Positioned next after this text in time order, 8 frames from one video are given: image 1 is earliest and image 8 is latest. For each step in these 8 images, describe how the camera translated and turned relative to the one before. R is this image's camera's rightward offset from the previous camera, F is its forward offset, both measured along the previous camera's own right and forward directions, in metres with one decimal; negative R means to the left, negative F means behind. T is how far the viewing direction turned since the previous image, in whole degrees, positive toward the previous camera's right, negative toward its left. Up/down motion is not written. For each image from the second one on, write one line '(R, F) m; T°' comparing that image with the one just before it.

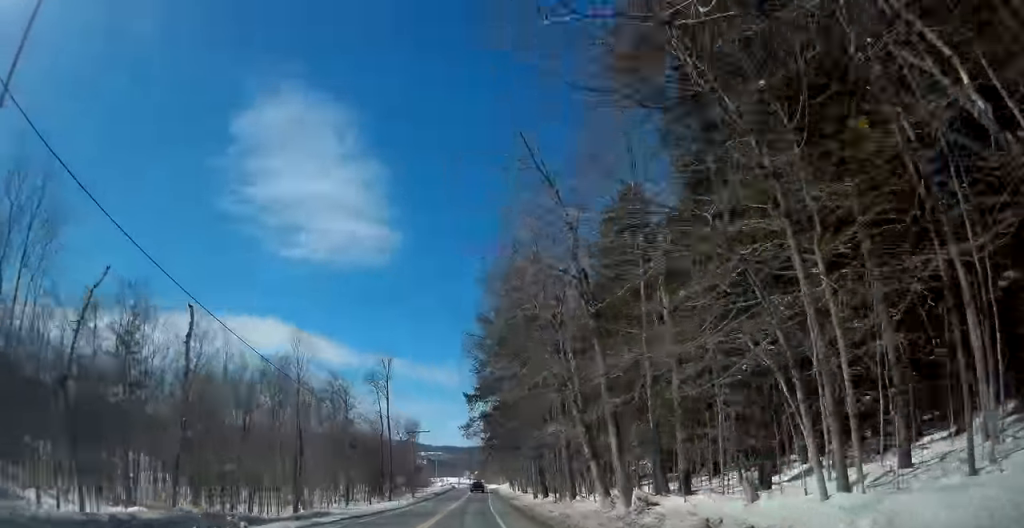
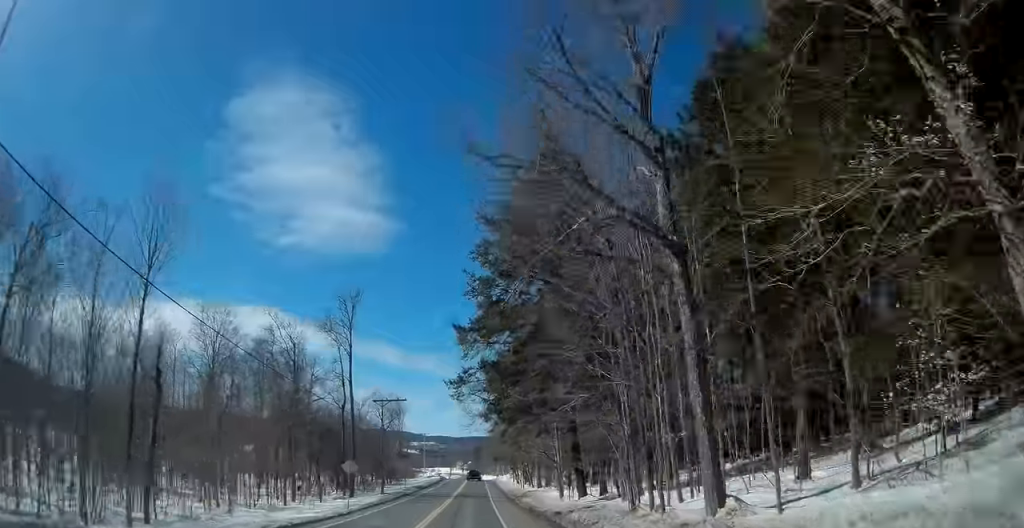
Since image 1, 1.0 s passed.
(0.0, +20.7) m; 0°
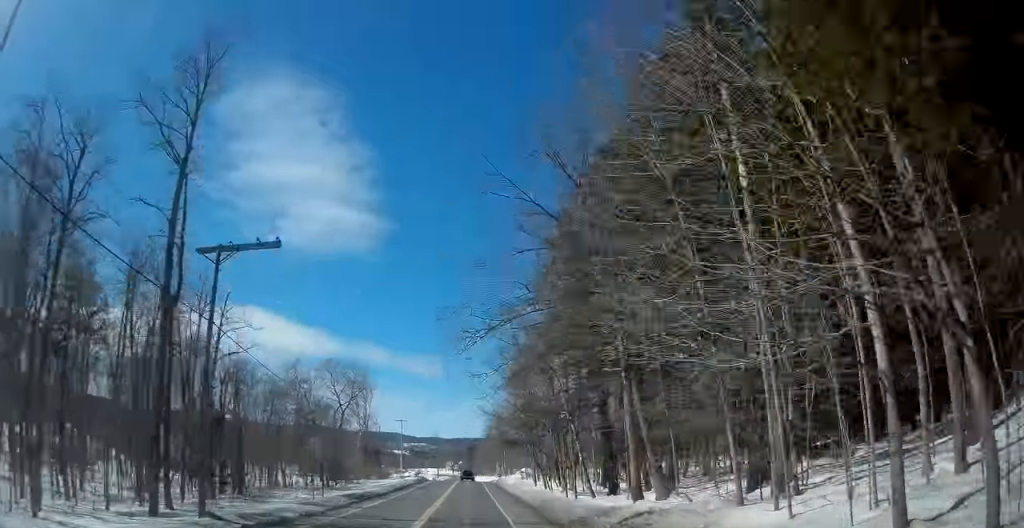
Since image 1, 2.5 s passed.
(+0.1, +34.0) m; 0°
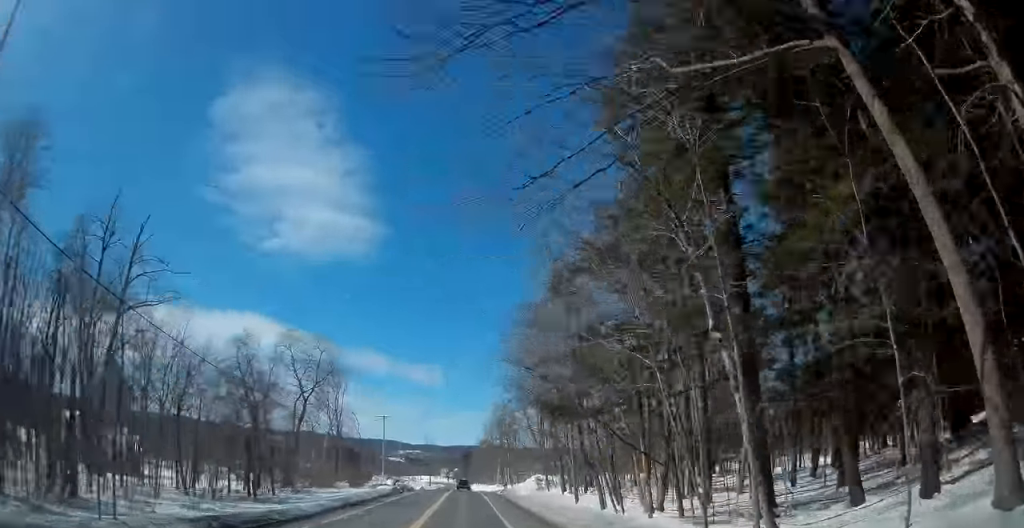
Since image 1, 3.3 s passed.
(0.0, +19.0) m; 0°
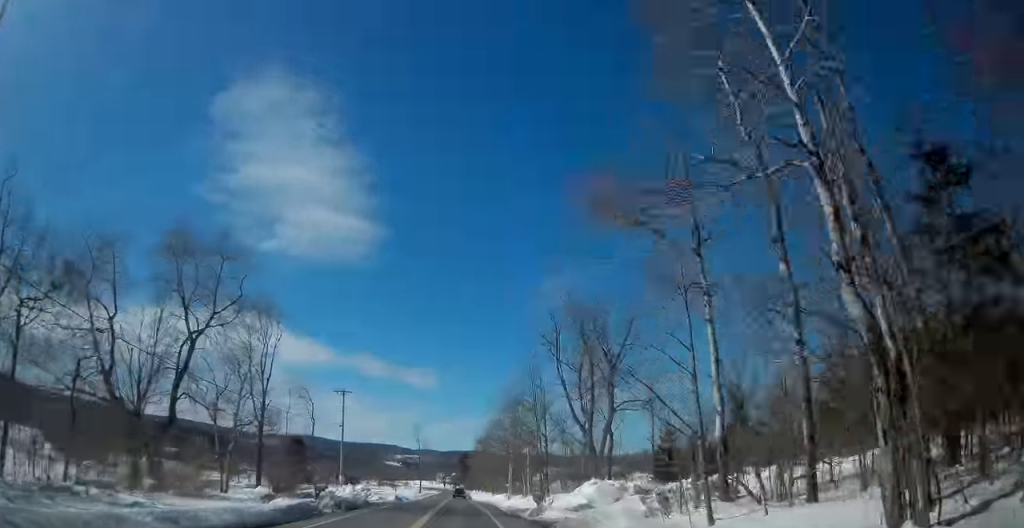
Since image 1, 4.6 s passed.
(+0.4, +30.3) m; 0°
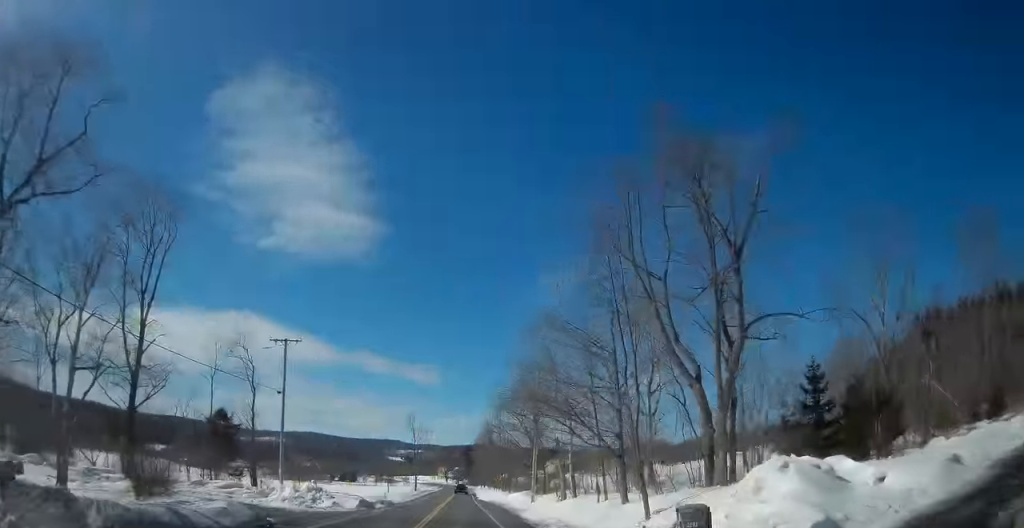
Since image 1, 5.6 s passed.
(-0.1, +21.9) m; -1°
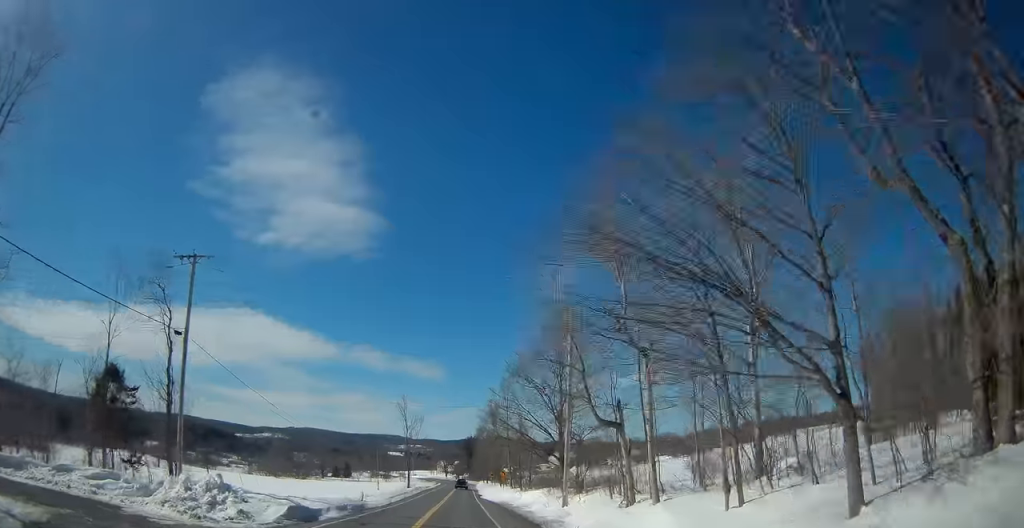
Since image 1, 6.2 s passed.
(-0.5, +15.6) m; 0°
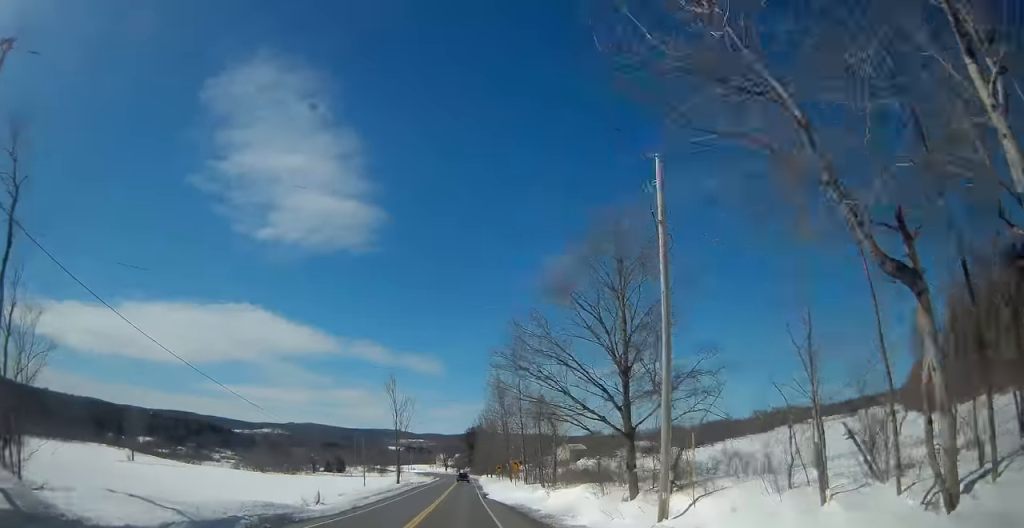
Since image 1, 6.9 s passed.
(+0.3, +16.5) m; +1°
